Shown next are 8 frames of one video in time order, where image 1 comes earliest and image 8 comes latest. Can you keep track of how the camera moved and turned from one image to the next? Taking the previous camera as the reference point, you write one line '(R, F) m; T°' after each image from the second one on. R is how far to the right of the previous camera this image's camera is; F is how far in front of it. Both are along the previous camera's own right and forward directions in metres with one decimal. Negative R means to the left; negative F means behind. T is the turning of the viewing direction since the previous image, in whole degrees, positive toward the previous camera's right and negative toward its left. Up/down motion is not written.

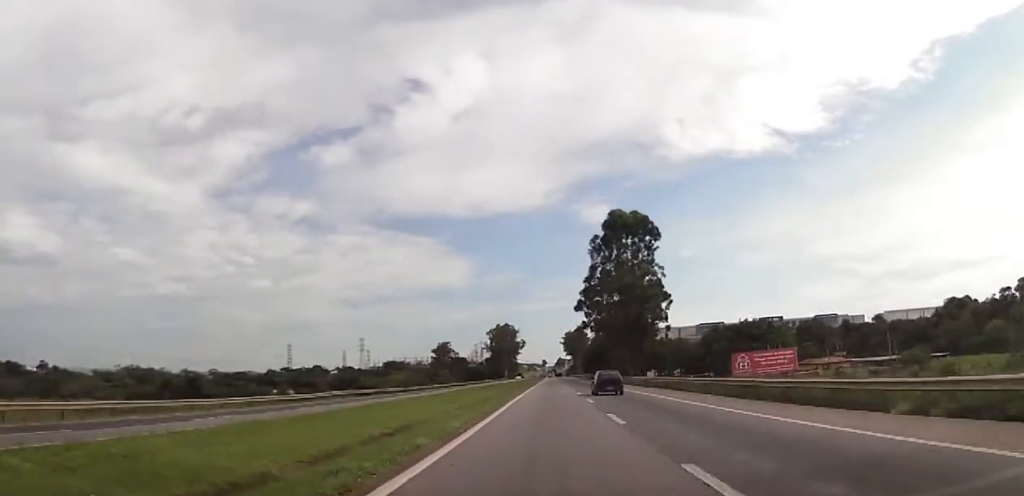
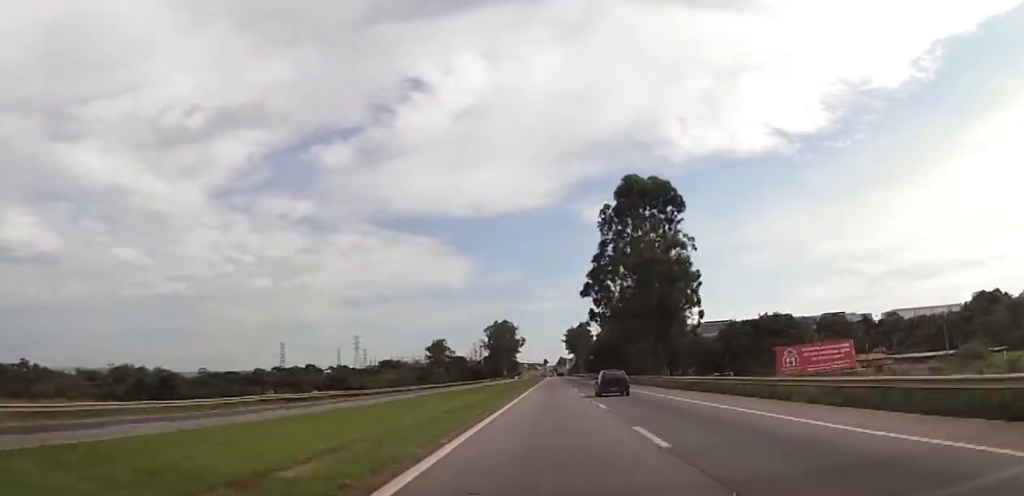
(+0.5, +18.1) m; 0°
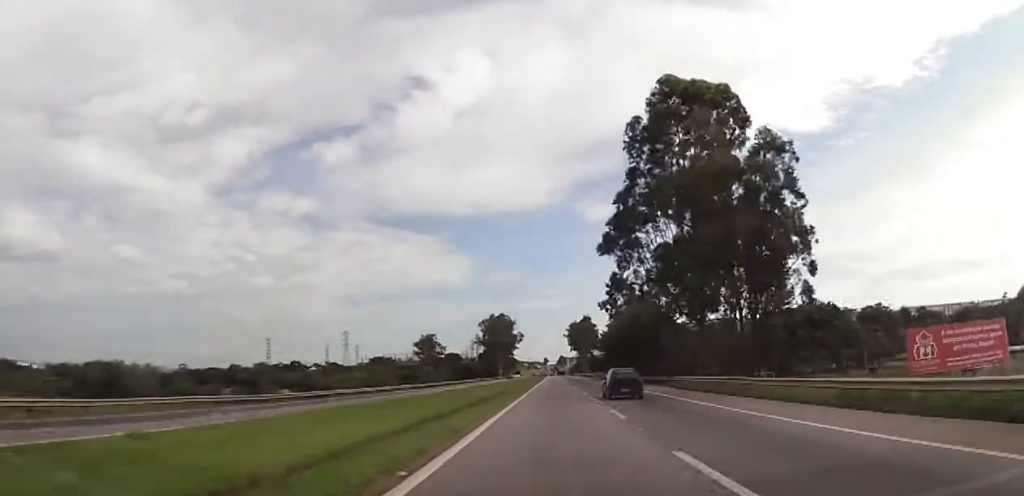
(-0.6, +28.4) m; 0°
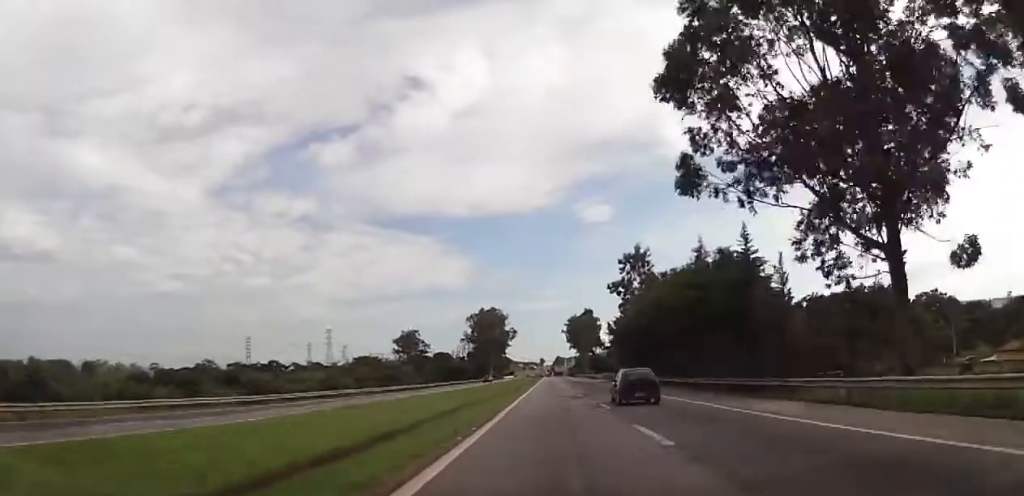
(+0.1, +31.1) m; 0°
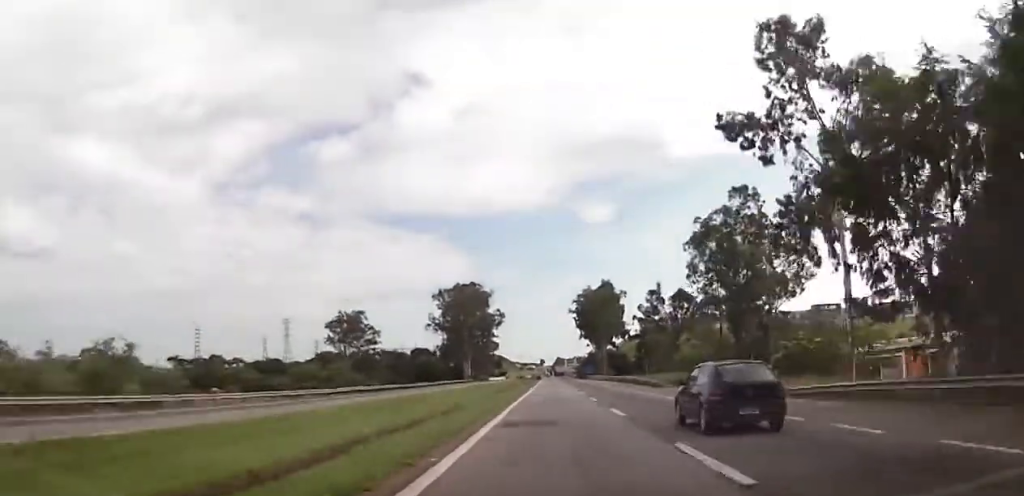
(-0.5, +76.7) m; 0°
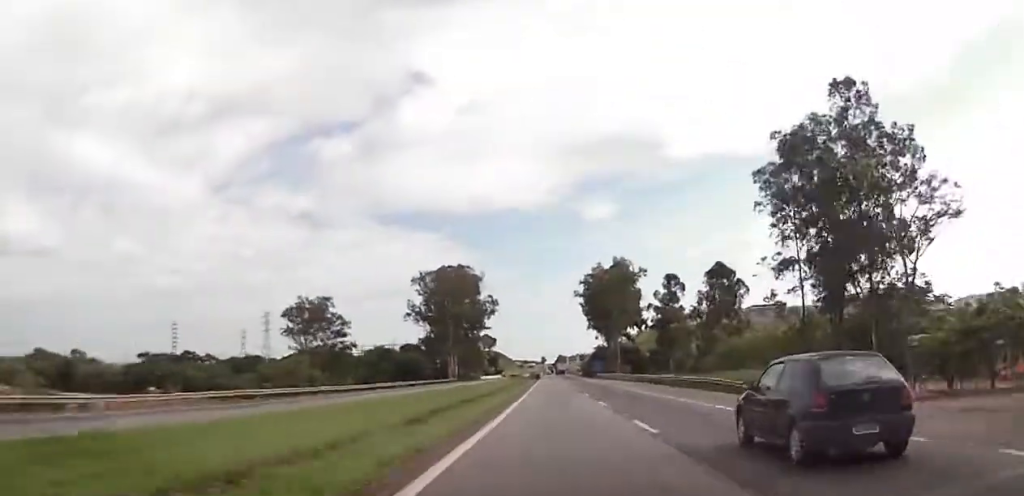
(+0.2, +29.8) m; 0°
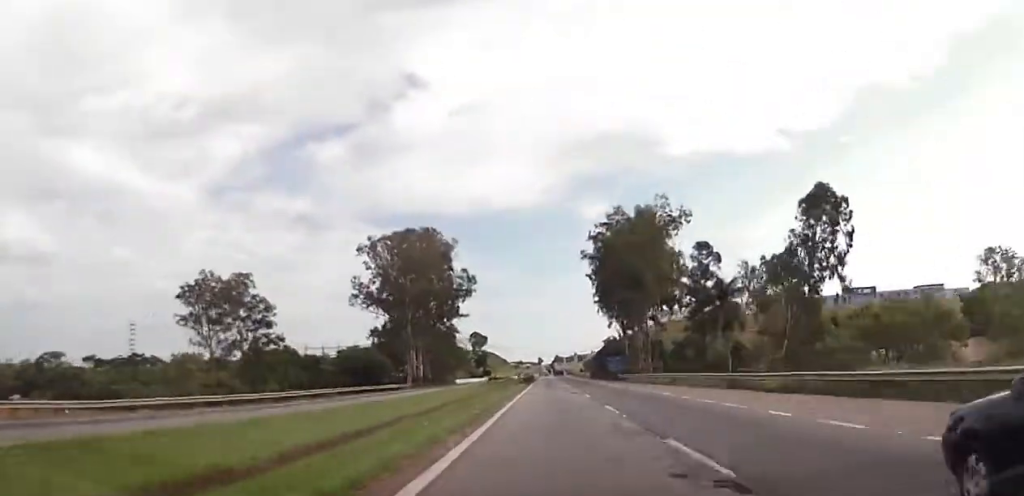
(0.0, +42.3) m; 0°
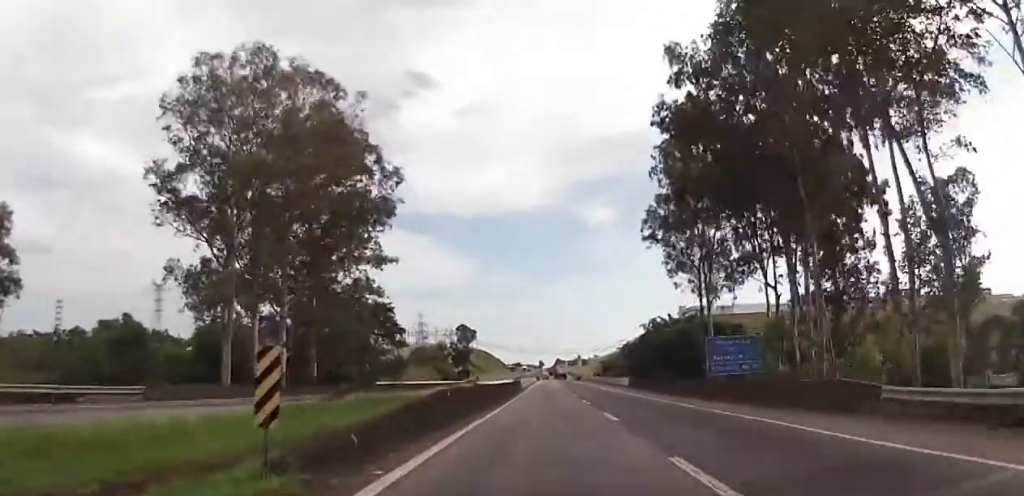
(+0.1, +64.7) m; 0°
